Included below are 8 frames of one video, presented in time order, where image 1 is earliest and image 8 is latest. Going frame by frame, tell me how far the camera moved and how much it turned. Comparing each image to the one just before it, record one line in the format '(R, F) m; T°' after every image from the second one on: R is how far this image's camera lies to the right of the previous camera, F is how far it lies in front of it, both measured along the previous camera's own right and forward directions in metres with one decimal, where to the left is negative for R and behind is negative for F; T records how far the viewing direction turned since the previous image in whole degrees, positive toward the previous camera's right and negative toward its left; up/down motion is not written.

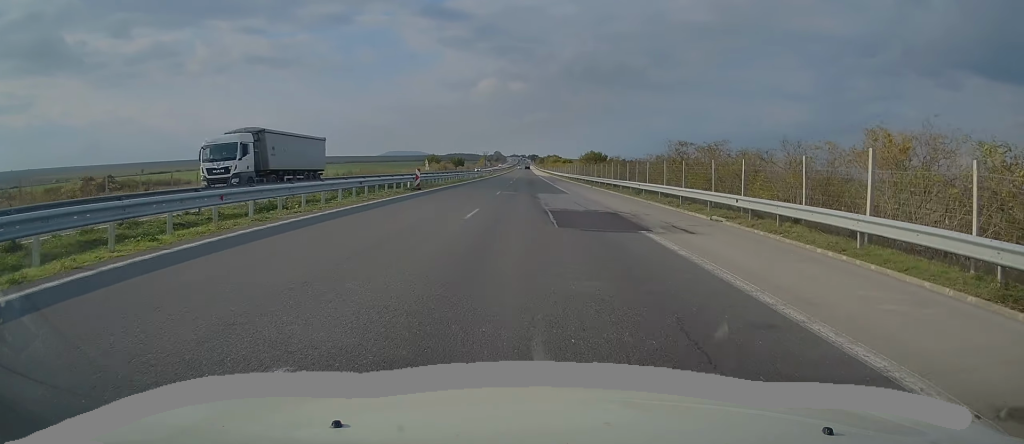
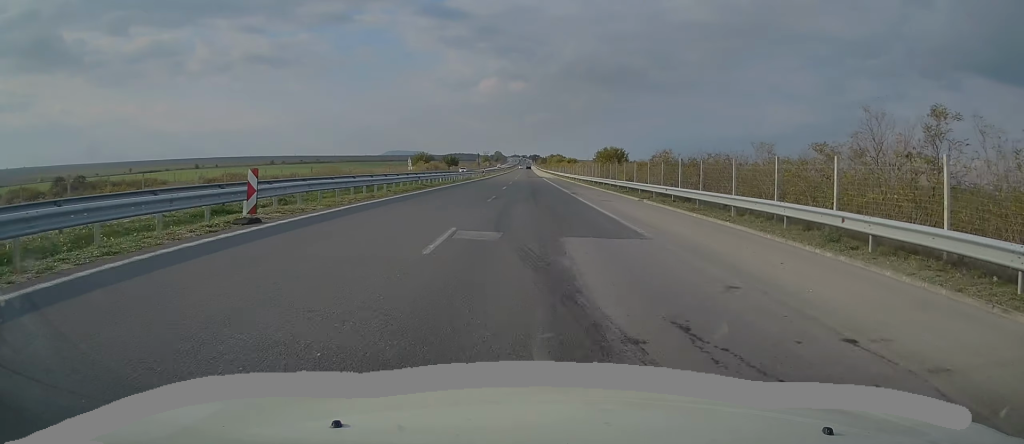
(-0.1, +22.4) m; 0°
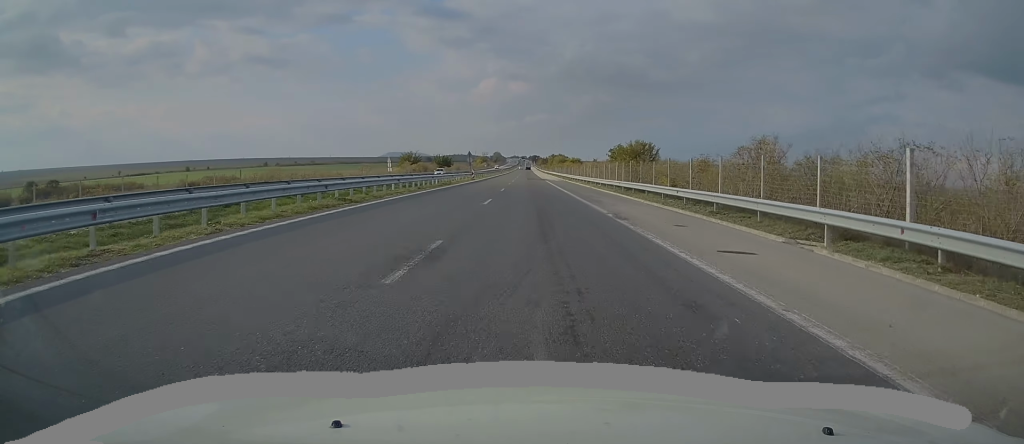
(0.0, +18.1) m; +1°
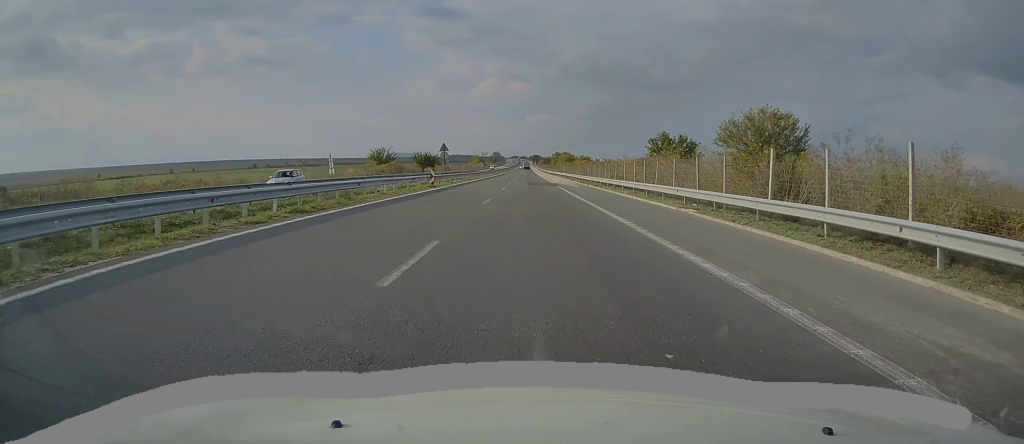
(+0.3, +32.0) m; 0°
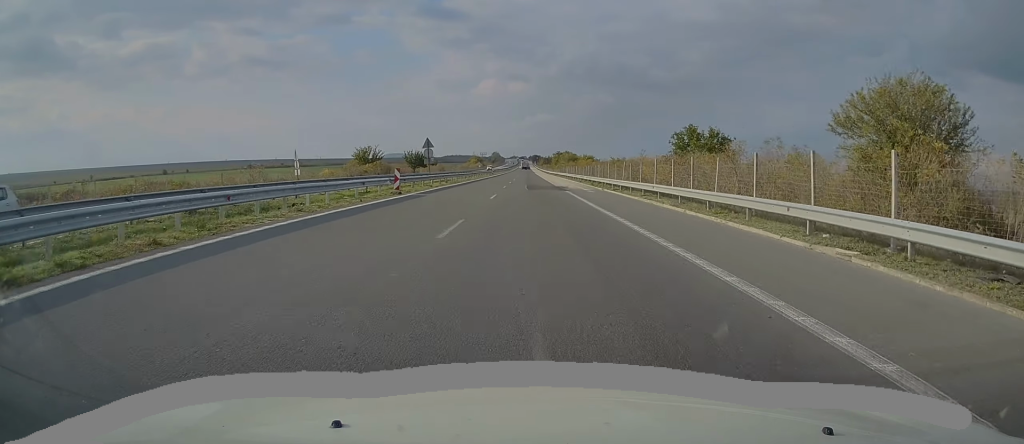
(-0.1, +11.2) m; 0°
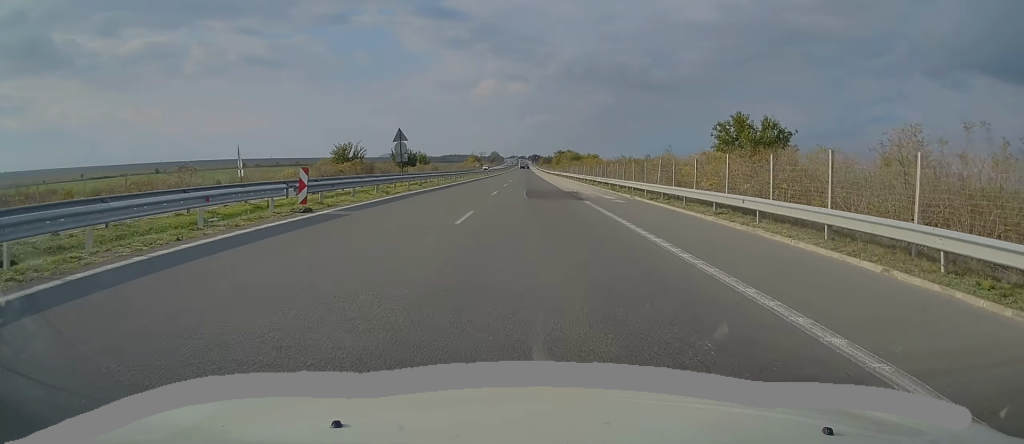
(-0.1, +12.9) m; 0°
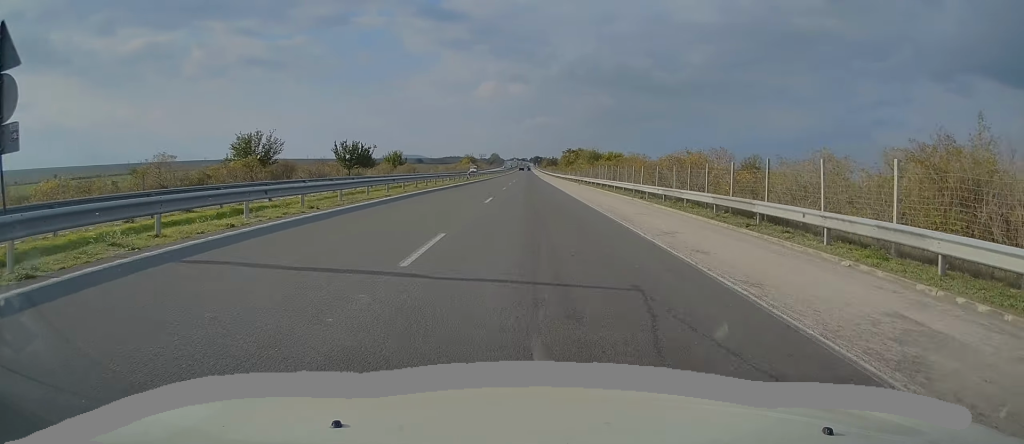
(-0.1, +37.8) m; 0°
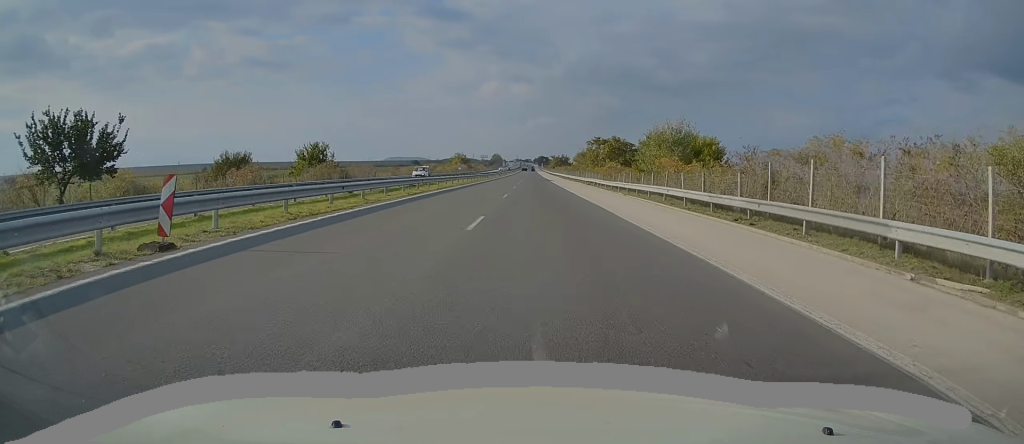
(-0.1, +58.1) m; -1°
